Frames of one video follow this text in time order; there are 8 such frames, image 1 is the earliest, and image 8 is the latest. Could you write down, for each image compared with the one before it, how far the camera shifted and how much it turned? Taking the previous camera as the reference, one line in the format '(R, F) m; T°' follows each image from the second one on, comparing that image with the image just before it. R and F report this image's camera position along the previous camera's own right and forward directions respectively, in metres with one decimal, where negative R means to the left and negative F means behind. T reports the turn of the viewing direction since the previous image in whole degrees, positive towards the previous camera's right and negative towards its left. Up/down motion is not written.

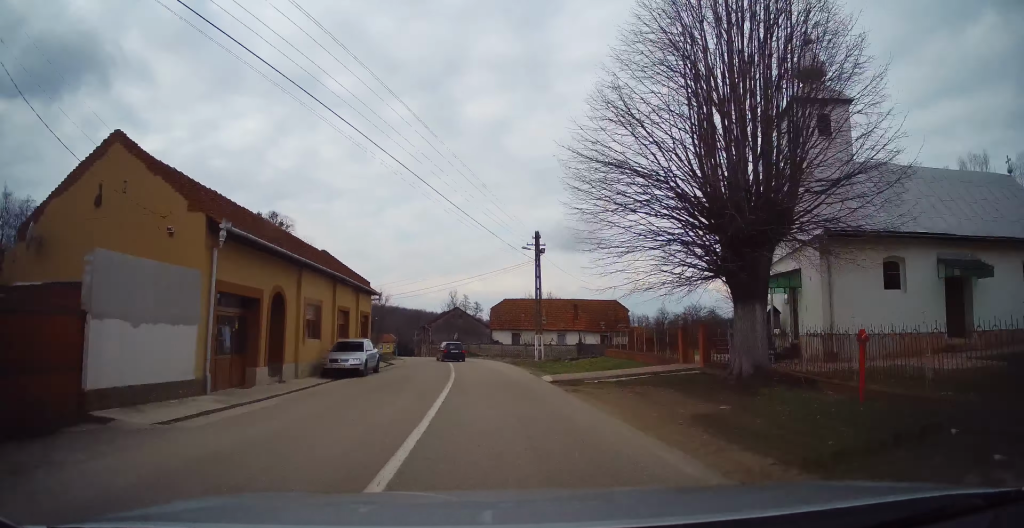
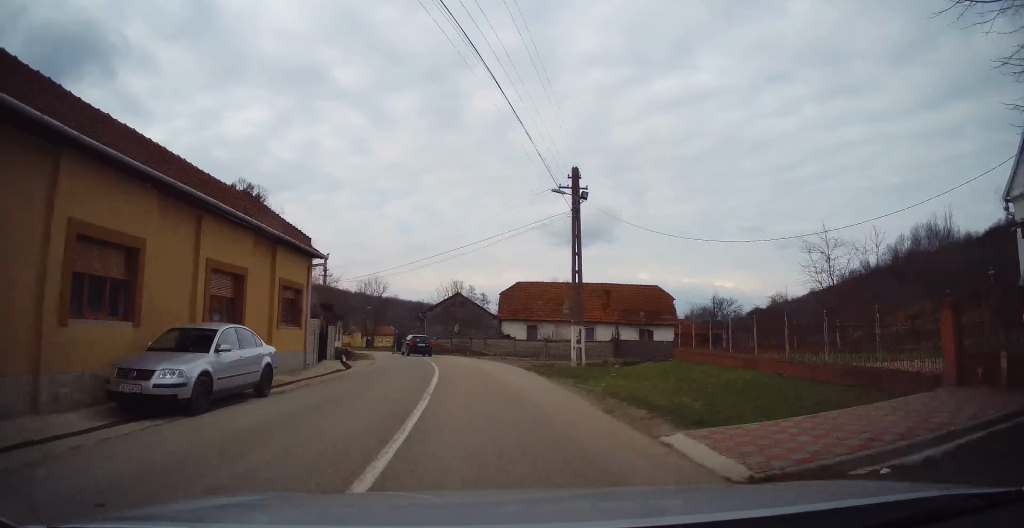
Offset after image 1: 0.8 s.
(0.0, +12.4) m; +1°
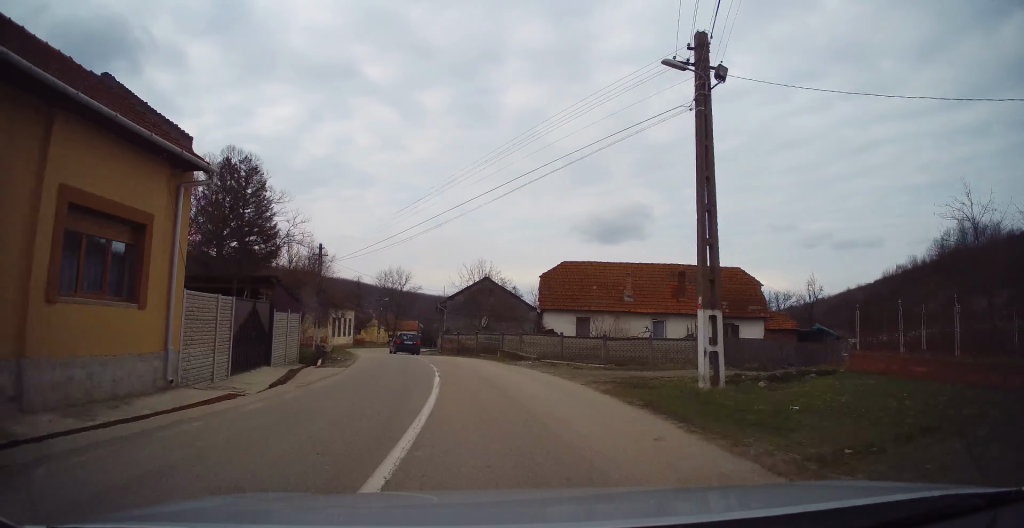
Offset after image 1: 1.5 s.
(+0.1, +10.9) m; -1°
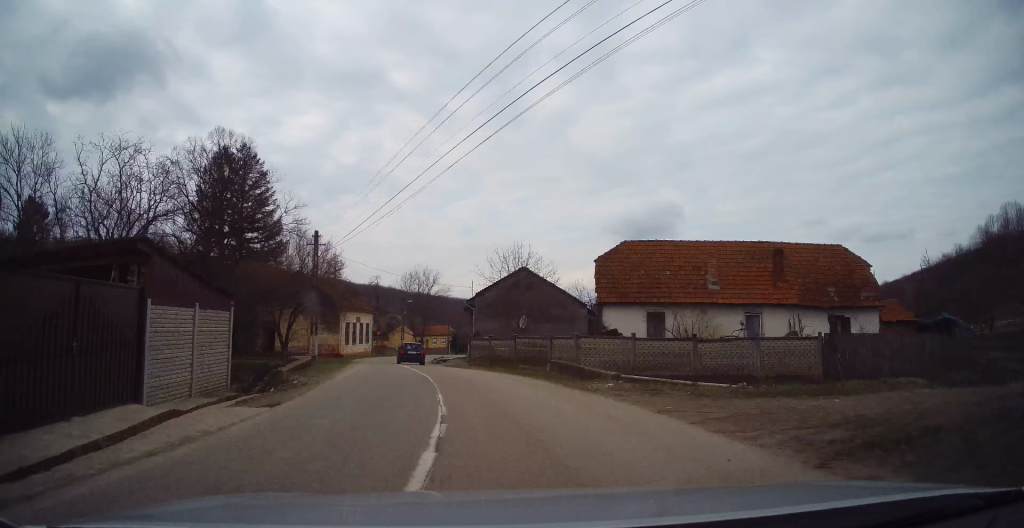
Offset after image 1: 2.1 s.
(+0.1, +8.8) m; -2°
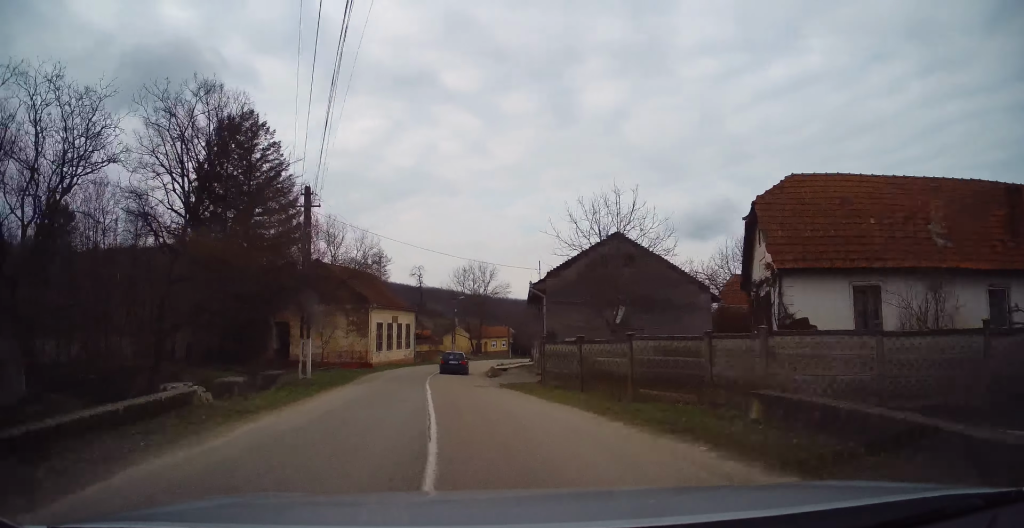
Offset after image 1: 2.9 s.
(-0.5, +12.4) m; -5°
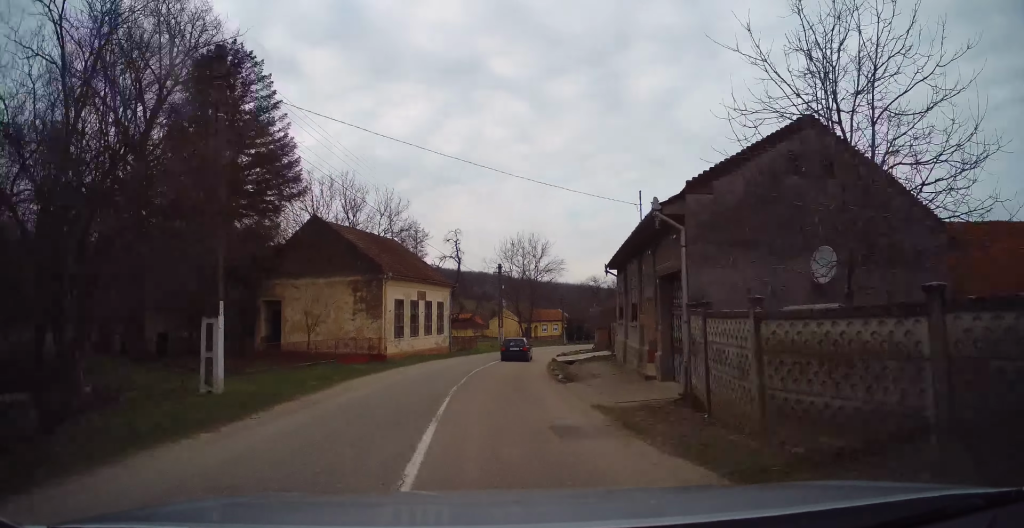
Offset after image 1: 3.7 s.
(-0.8, +12.4) m; -4°
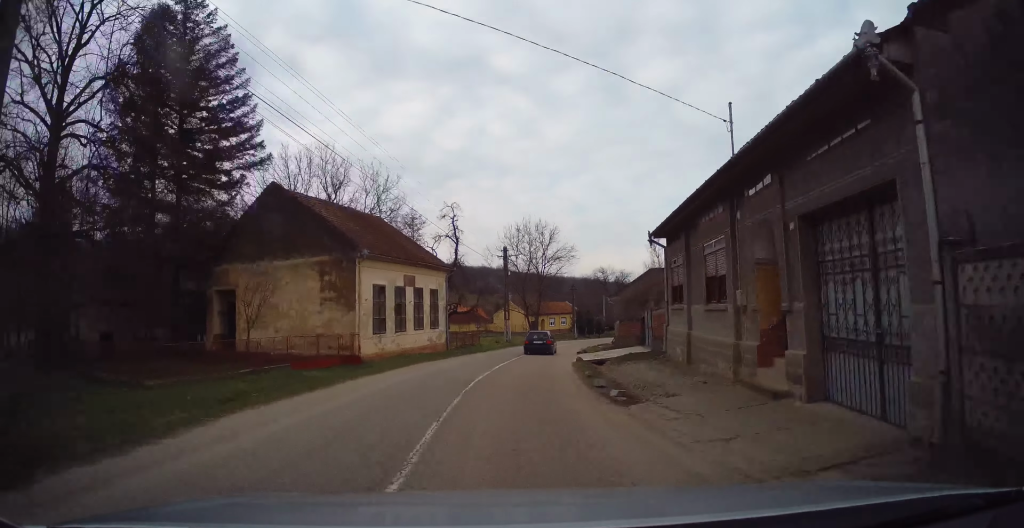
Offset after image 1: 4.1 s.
(-0.2, +7.2) m; -2°
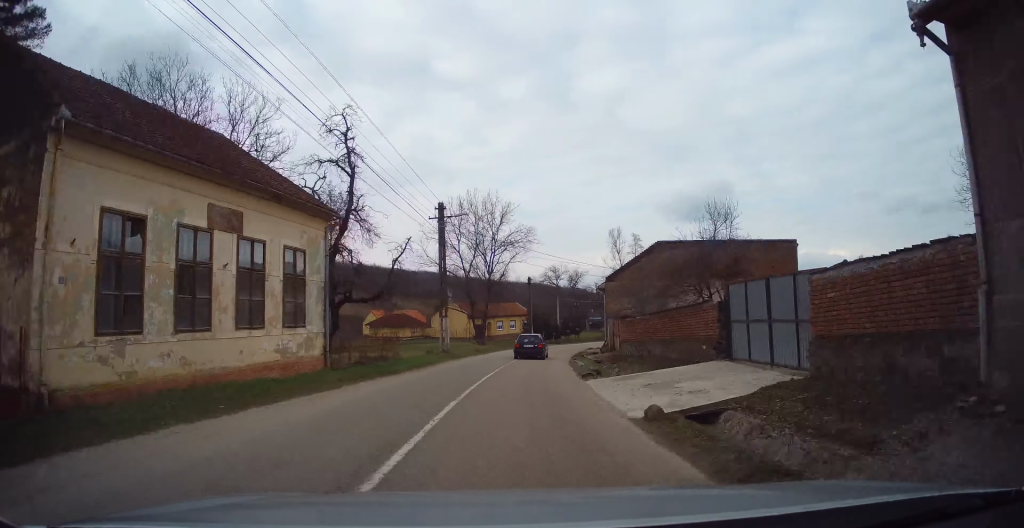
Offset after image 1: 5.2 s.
(-0.4, +16.0) m; -1°
